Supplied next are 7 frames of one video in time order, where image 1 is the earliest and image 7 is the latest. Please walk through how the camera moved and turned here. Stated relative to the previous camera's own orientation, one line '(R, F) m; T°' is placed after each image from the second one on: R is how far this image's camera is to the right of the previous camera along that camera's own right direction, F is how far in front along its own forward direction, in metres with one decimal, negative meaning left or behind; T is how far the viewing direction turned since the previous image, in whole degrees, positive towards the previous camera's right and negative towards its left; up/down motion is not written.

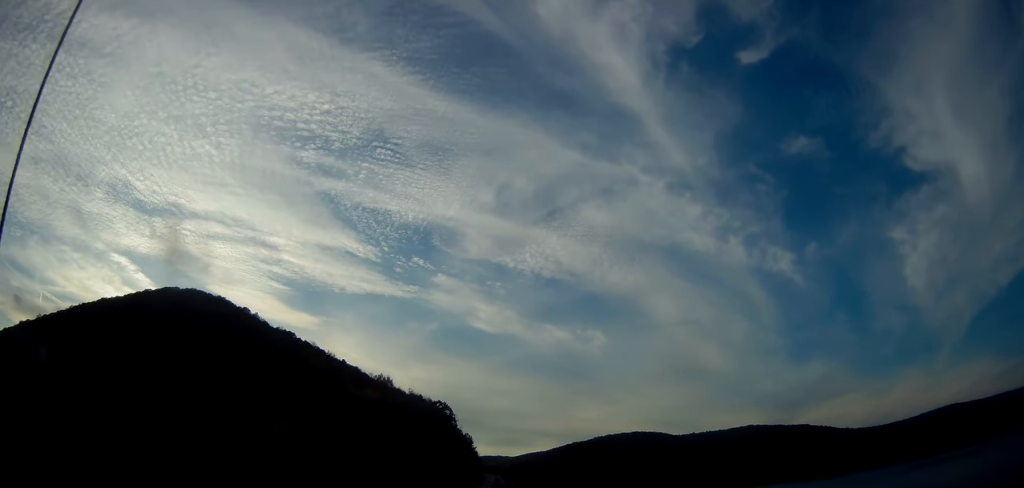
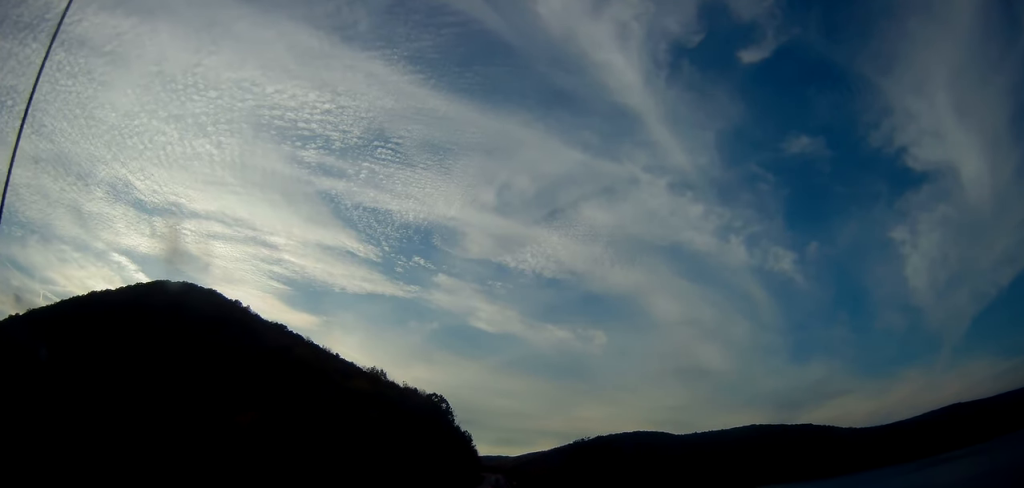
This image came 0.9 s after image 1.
(-0.1, +18.7) m; -1°
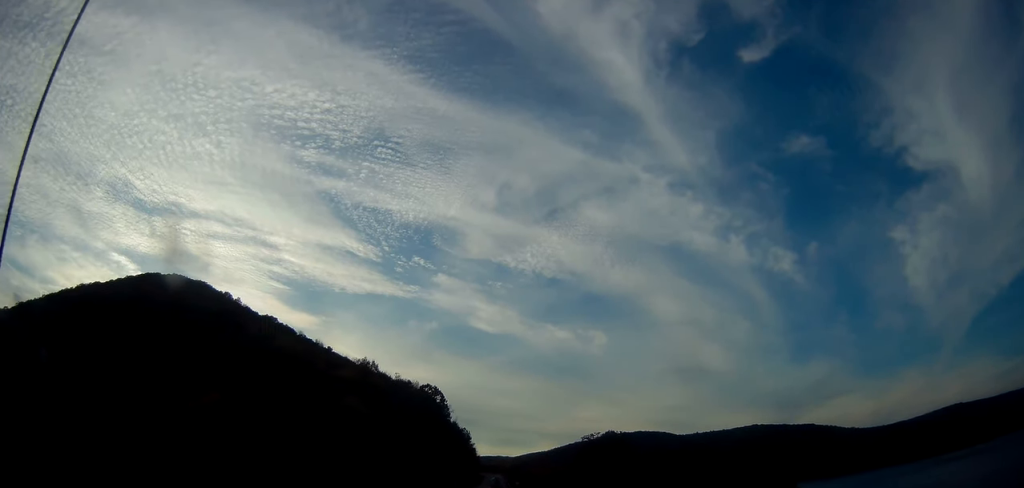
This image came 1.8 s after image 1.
(-0.4, +19.1) m; 0°
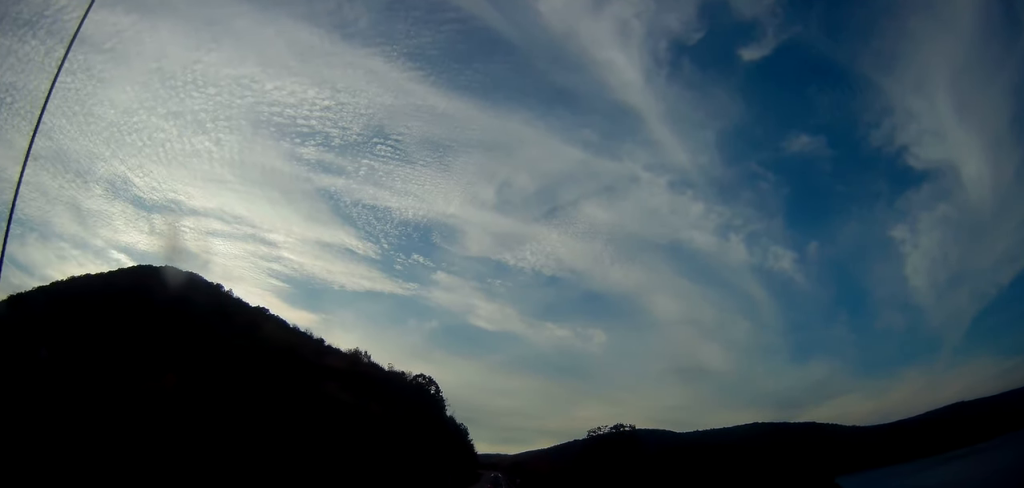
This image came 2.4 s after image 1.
(+0.3, +13.9) m; +1°
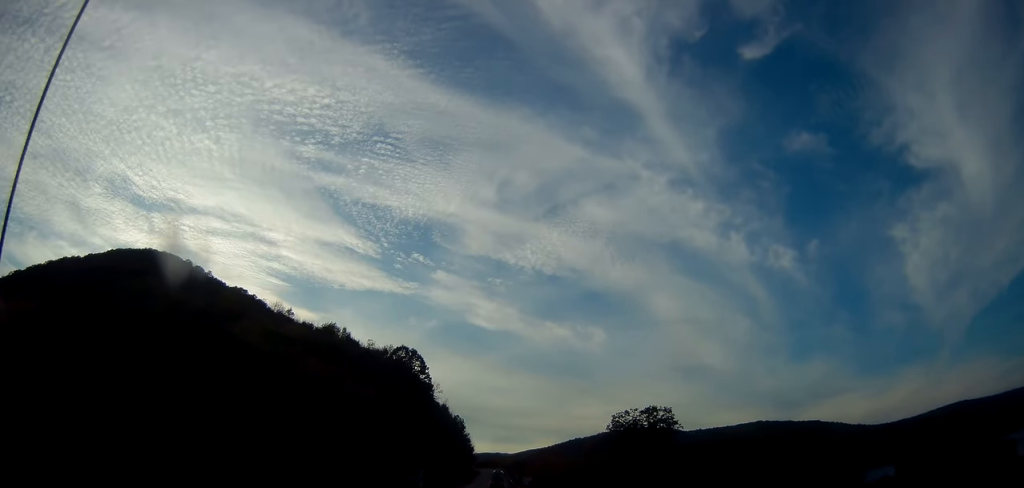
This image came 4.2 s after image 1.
(-0.1, +35.0) m; -1°
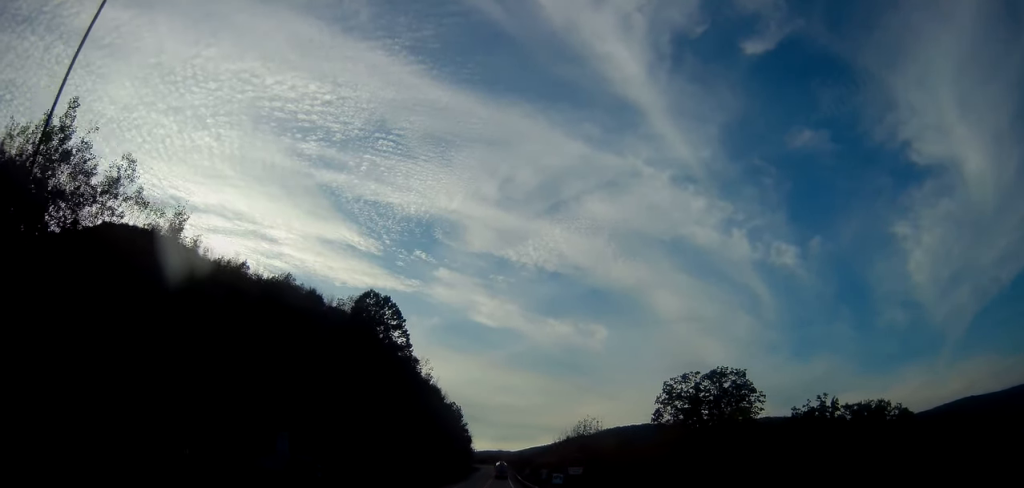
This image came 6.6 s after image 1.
(-0.8, +38.8) m; -2°
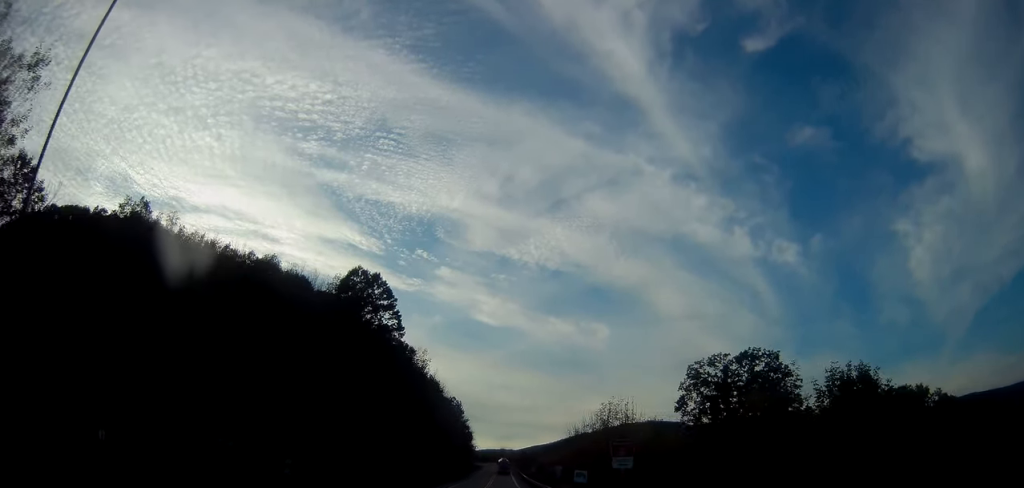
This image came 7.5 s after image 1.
(+0.4, +10.7) m; -2°
